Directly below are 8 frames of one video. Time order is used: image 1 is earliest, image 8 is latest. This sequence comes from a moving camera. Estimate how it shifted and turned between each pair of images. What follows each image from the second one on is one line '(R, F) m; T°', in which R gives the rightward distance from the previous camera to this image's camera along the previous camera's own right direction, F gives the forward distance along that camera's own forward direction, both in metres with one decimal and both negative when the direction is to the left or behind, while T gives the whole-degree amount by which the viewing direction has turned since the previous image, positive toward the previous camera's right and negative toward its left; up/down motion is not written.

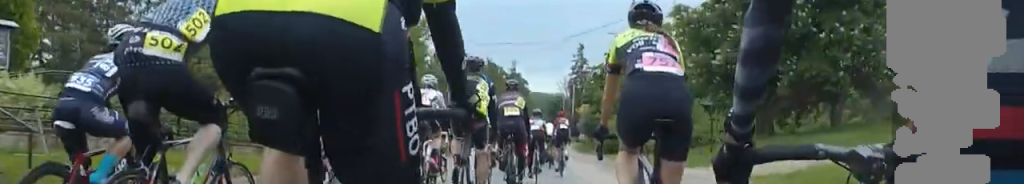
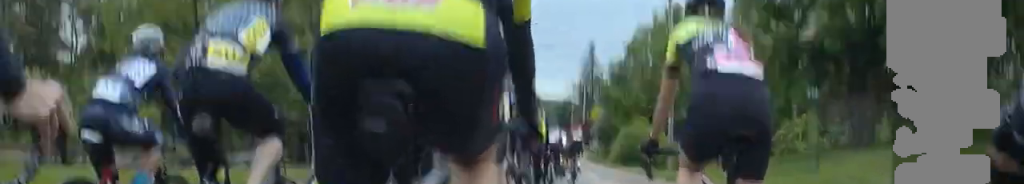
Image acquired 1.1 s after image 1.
(-0.2, +9.0) m; -1°
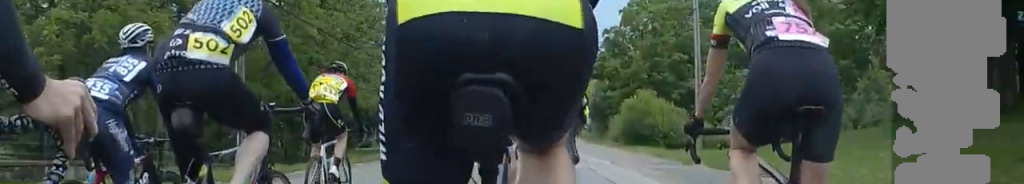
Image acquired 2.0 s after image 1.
(+0.1, +7.6) m; -1°
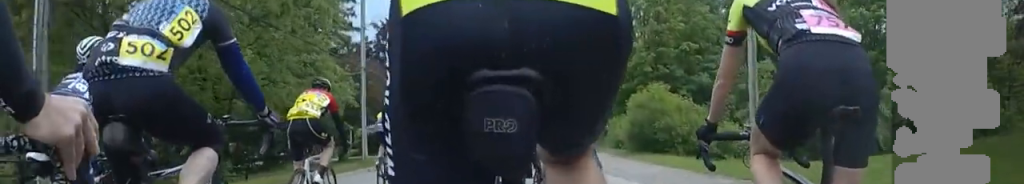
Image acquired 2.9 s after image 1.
(-0.1, +7.7) m; +1°
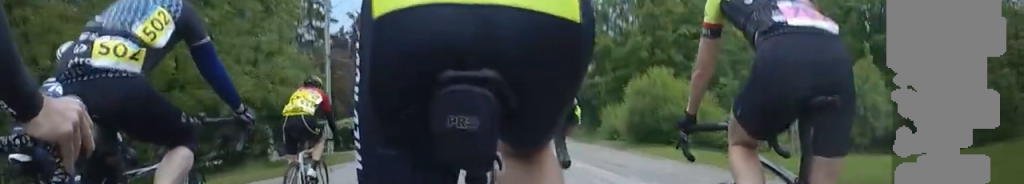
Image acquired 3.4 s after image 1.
(-0.4, +3.9) m; +1°
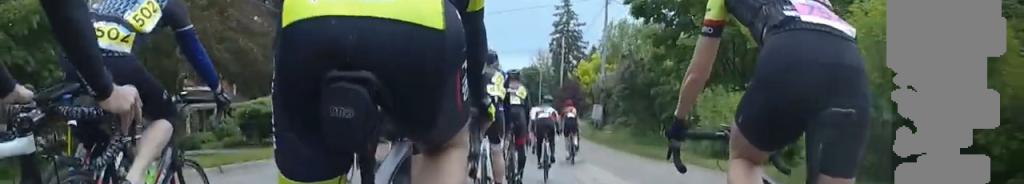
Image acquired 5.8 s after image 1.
(+0.1, +19.4) m; -1°
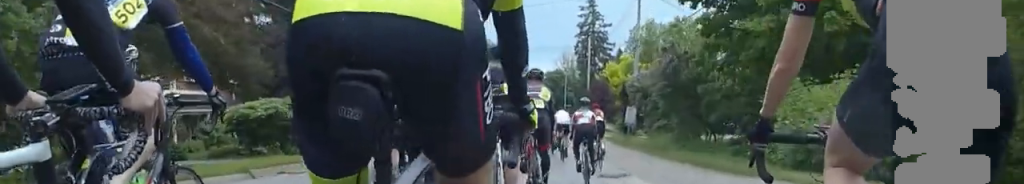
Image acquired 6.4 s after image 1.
(+0.6, +4.6) m; 0°
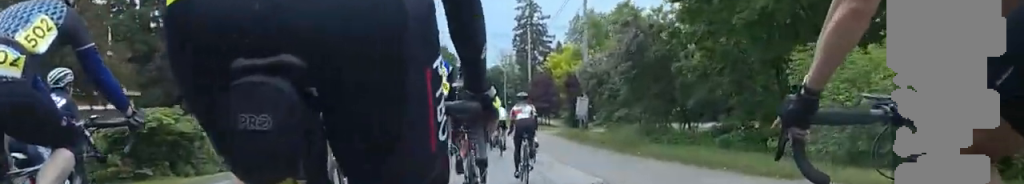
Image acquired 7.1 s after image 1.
(-0.8, +5.7) m; 0°
